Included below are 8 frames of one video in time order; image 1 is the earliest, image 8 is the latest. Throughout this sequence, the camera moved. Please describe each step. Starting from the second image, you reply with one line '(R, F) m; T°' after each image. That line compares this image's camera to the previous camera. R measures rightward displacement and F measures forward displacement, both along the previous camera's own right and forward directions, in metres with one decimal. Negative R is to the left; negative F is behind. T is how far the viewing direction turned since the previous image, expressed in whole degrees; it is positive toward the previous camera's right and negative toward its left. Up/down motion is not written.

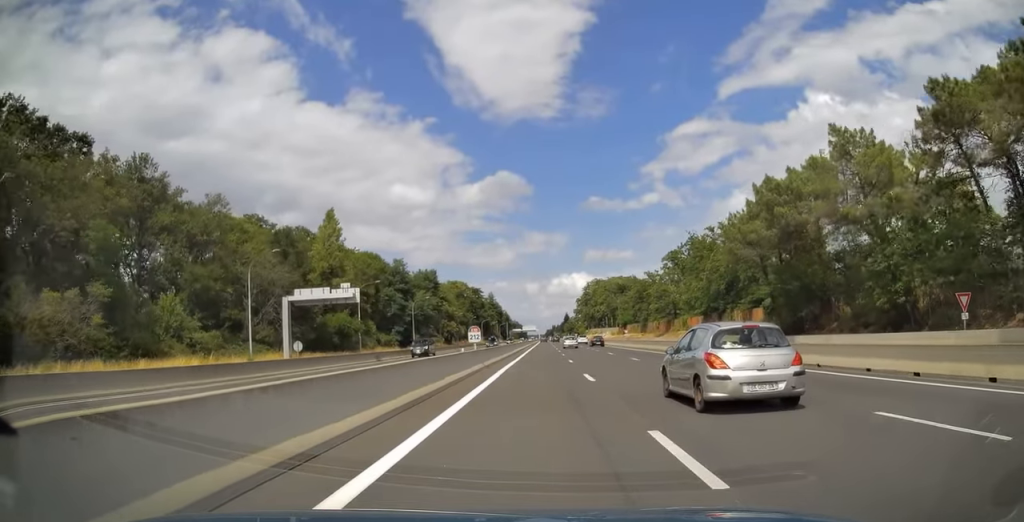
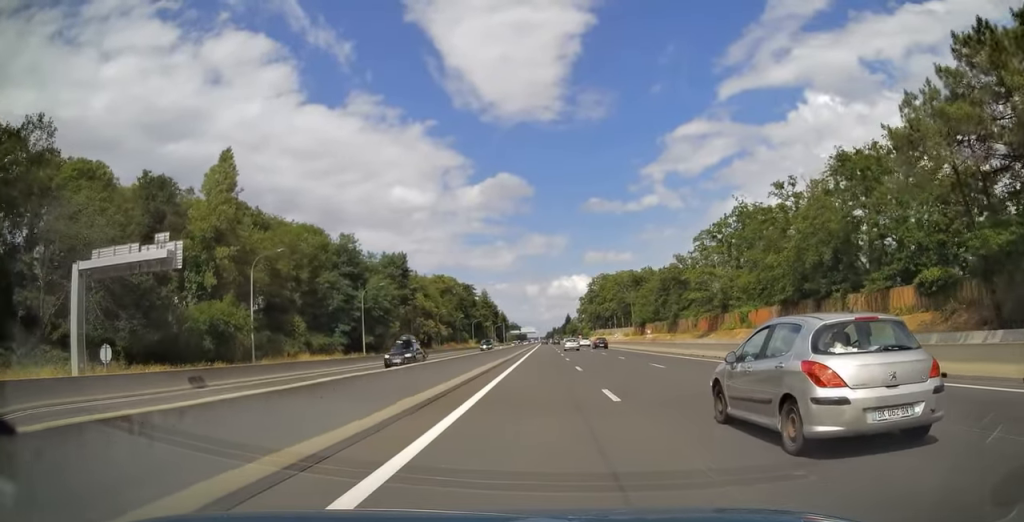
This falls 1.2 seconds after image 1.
(0.0, +35.6) m; 0°
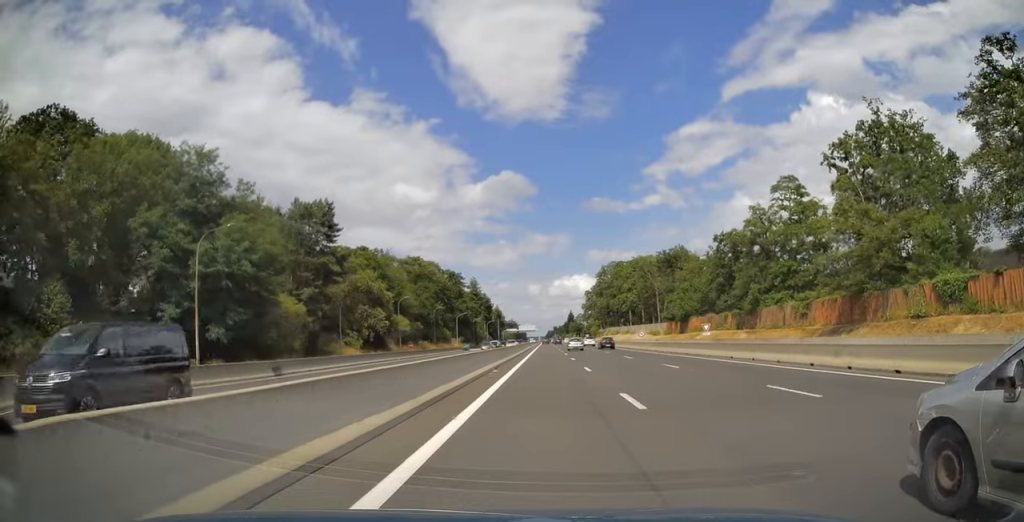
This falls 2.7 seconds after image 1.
(+0.2, +43.6) m; 0°
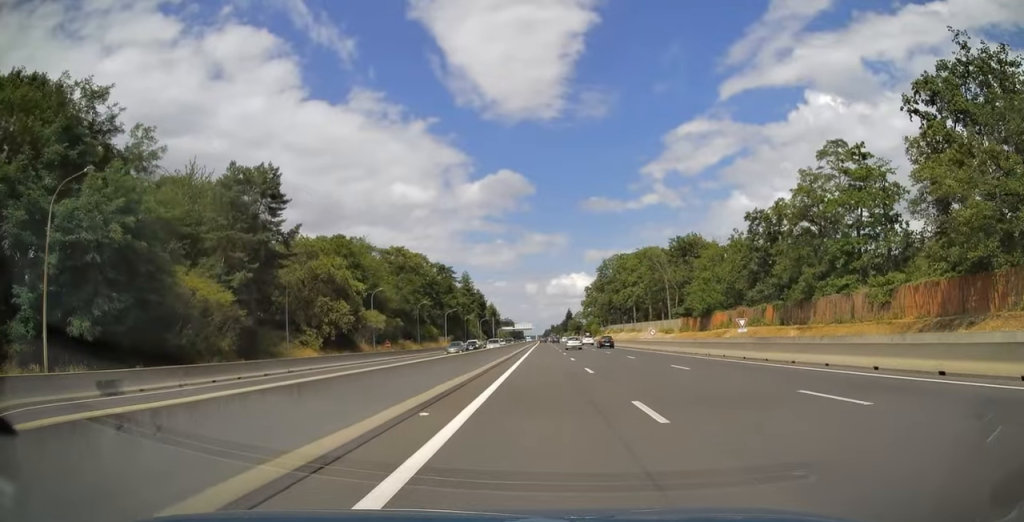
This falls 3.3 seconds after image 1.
(-0.1, +15.6) m; 0°
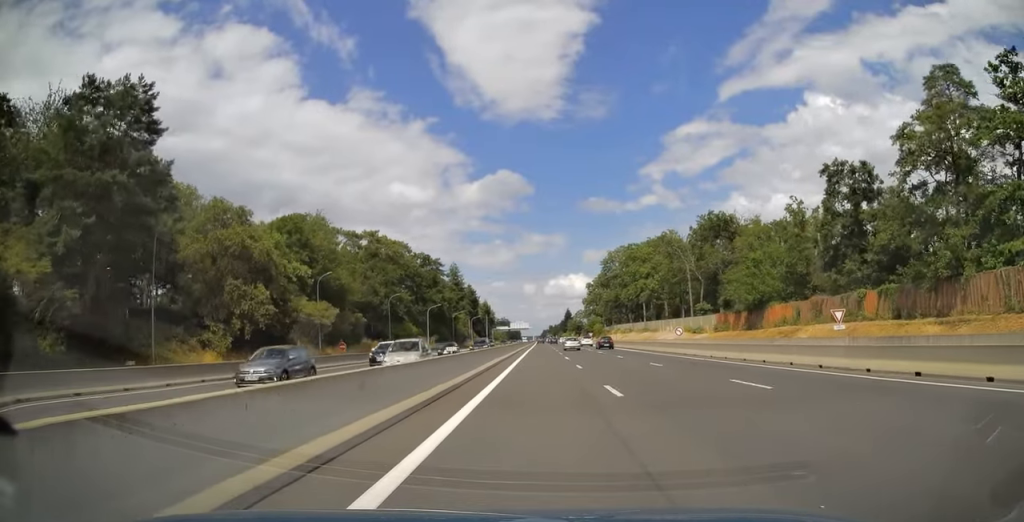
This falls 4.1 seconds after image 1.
(0.0, +22.2) m; 0°
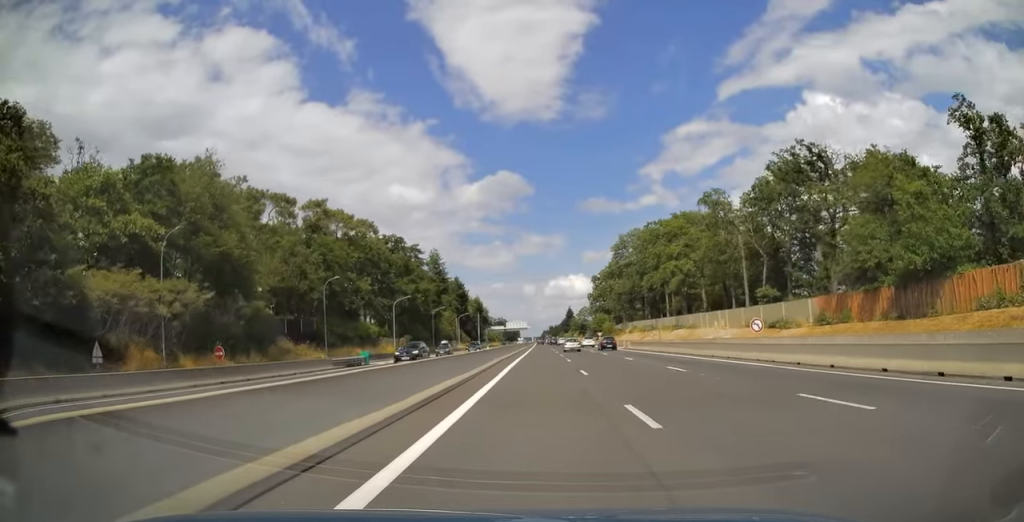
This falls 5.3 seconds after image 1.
(0.0, +31.4) m; 0°
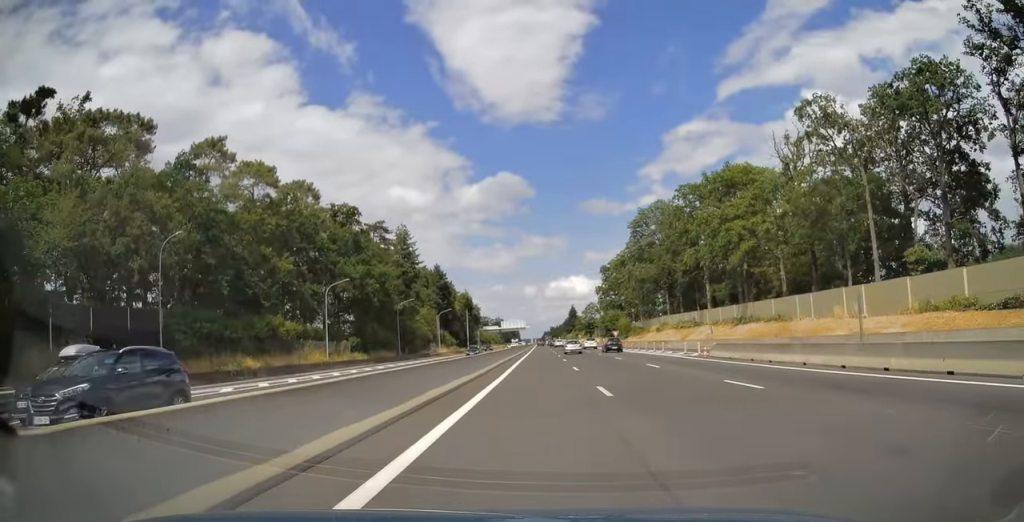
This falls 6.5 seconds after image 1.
(+0.1, +33.8) m; 0°
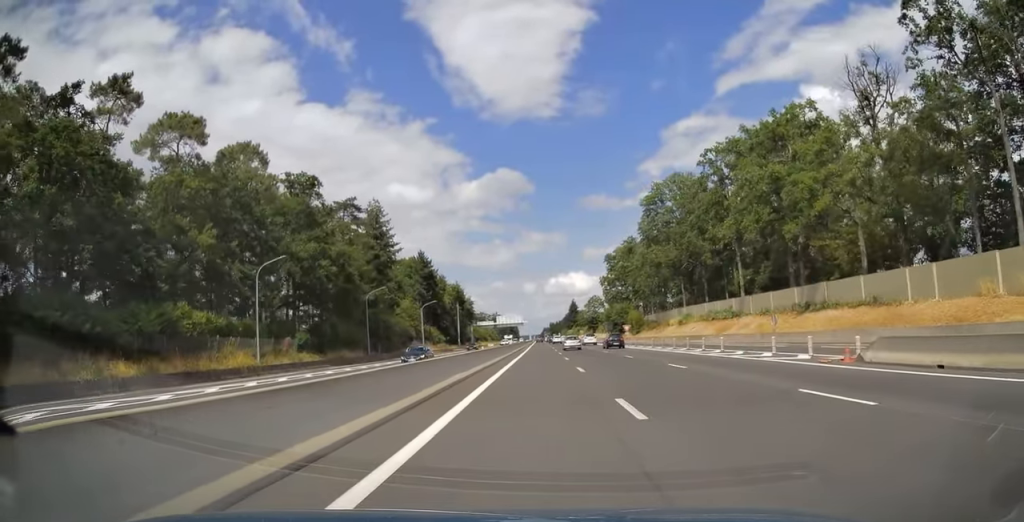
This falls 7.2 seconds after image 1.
(-0.1, +18.1) m; 0°
